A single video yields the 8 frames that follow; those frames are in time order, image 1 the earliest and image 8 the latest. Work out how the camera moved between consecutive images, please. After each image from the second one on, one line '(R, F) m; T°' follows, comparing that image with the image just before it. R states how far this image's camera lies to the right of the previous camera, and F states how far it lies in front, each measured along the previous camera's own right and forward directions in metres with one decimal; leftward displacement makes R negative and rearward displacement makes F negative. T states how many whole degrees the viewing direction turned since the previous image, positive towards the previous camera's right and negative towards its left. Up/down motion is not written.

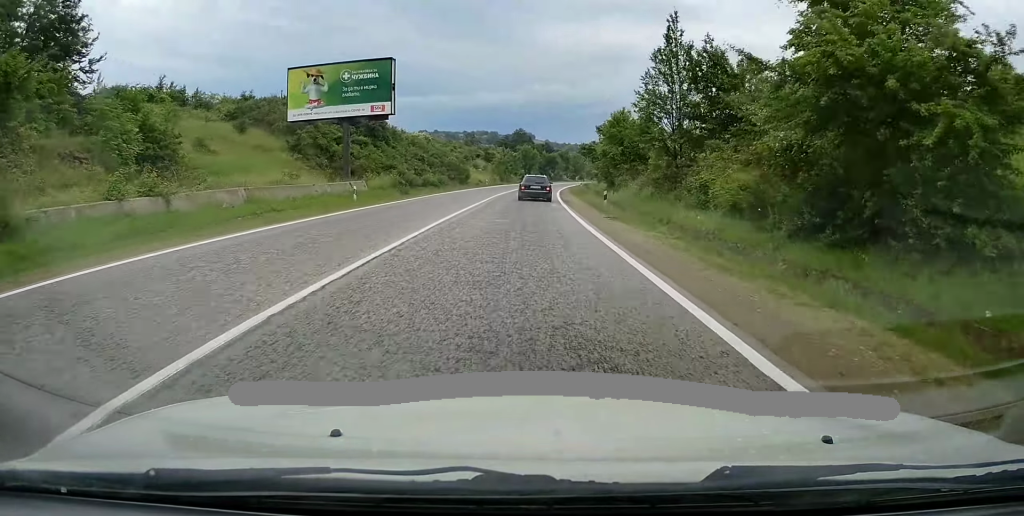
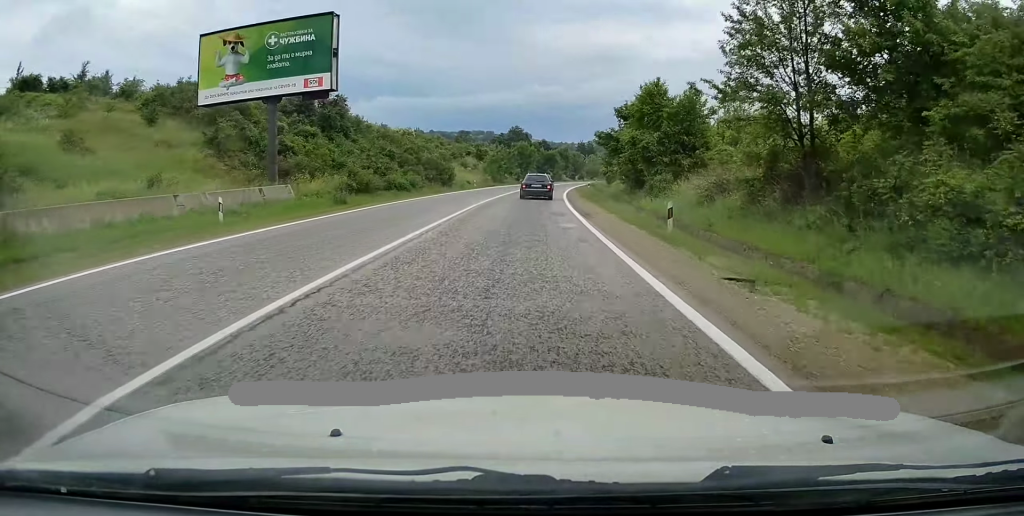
(-0.3, +13.2) m; 0°
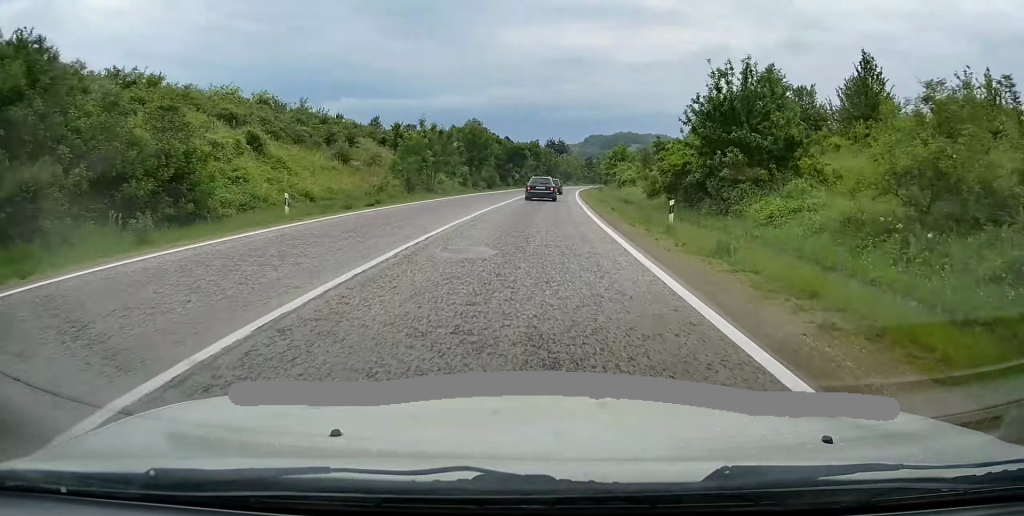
(+1.8, +45.6) m; +3°
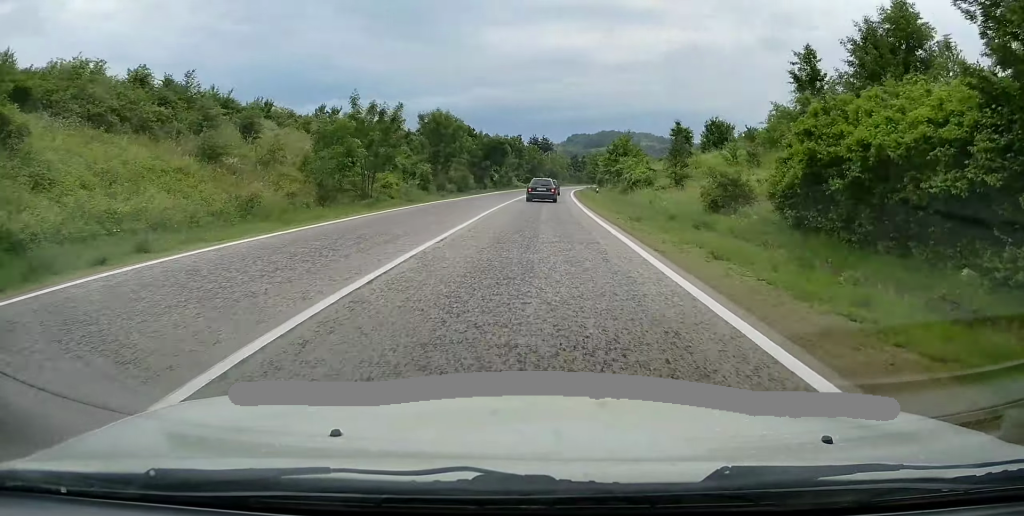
(0.0, +16.6) m; +1°
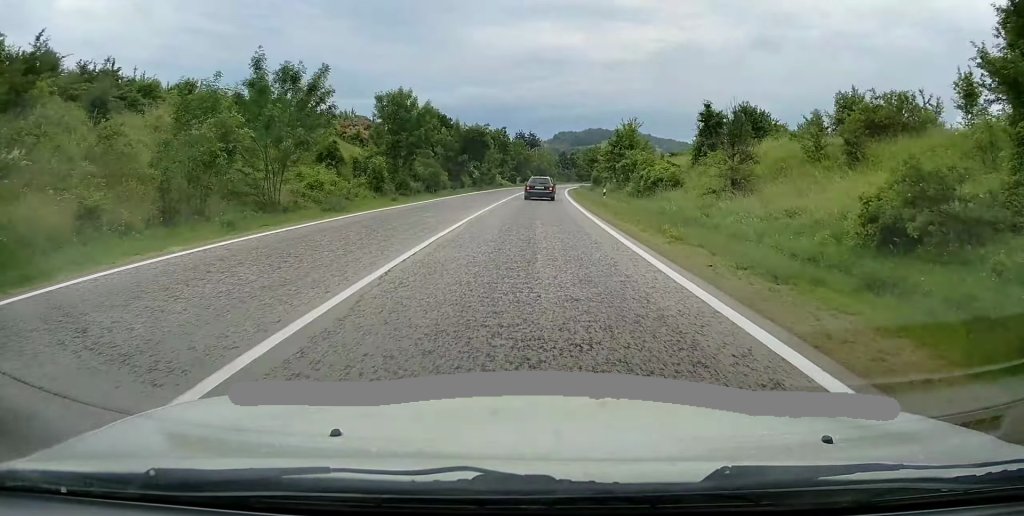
(-0.1, +12.6) m; +1°
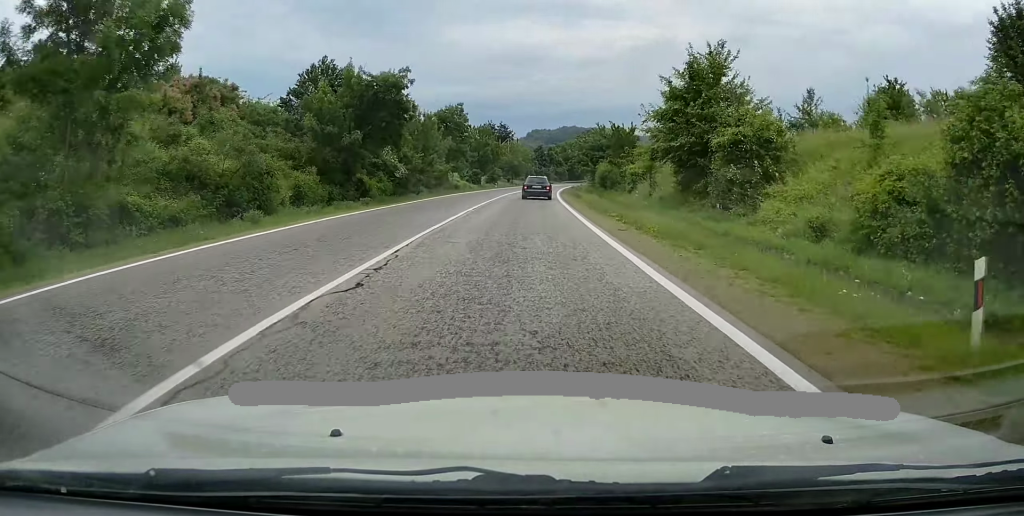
(+1.1, +33.9) m; +2°
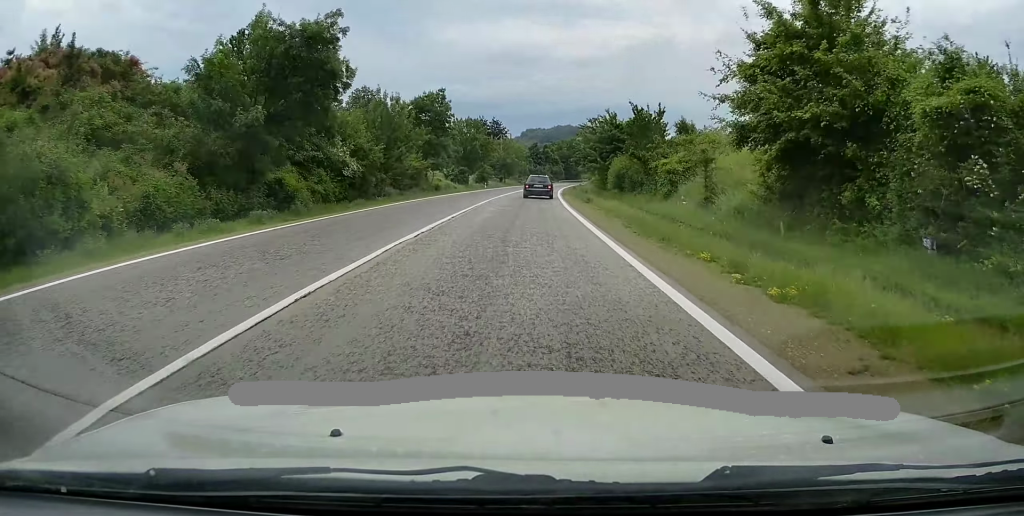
(-0.1, +11.8) m; +1°
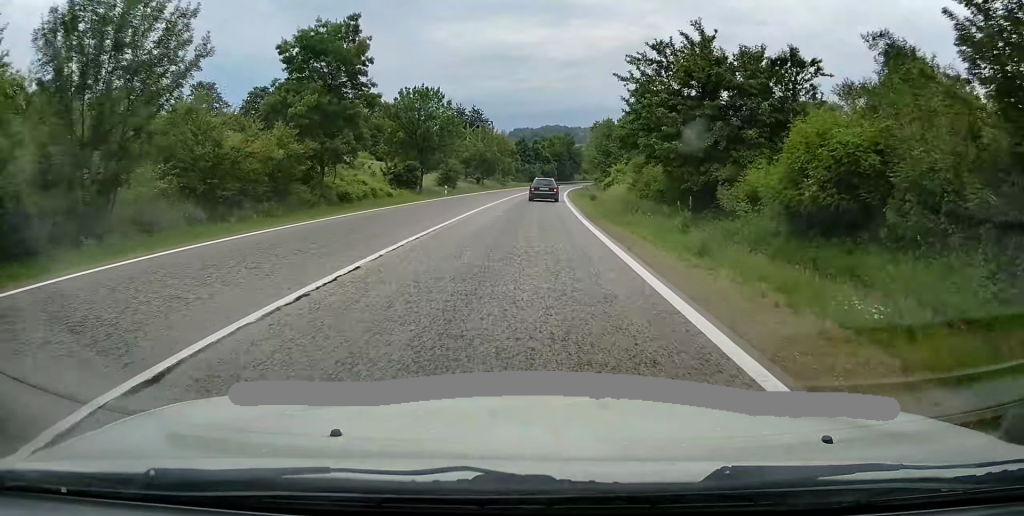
(+0.6, +30.0) m; +2°
